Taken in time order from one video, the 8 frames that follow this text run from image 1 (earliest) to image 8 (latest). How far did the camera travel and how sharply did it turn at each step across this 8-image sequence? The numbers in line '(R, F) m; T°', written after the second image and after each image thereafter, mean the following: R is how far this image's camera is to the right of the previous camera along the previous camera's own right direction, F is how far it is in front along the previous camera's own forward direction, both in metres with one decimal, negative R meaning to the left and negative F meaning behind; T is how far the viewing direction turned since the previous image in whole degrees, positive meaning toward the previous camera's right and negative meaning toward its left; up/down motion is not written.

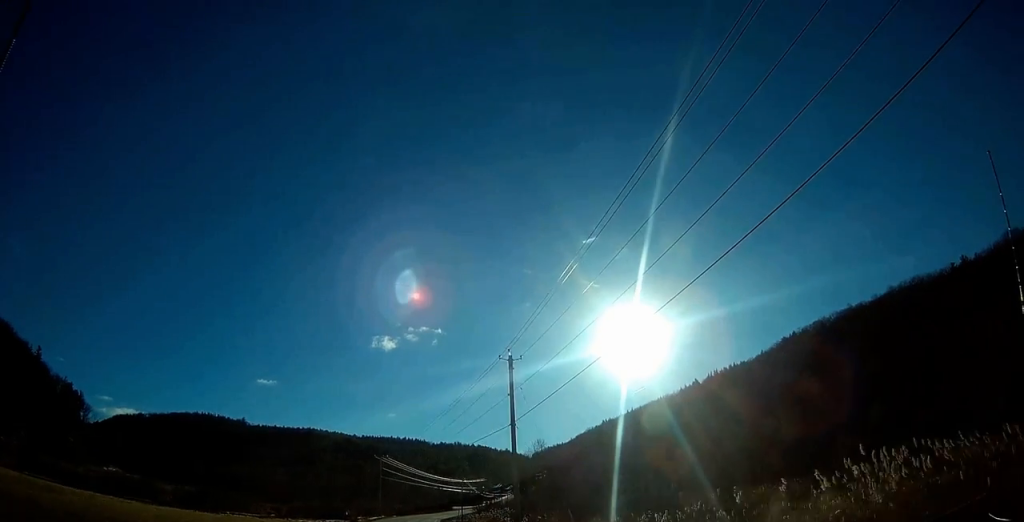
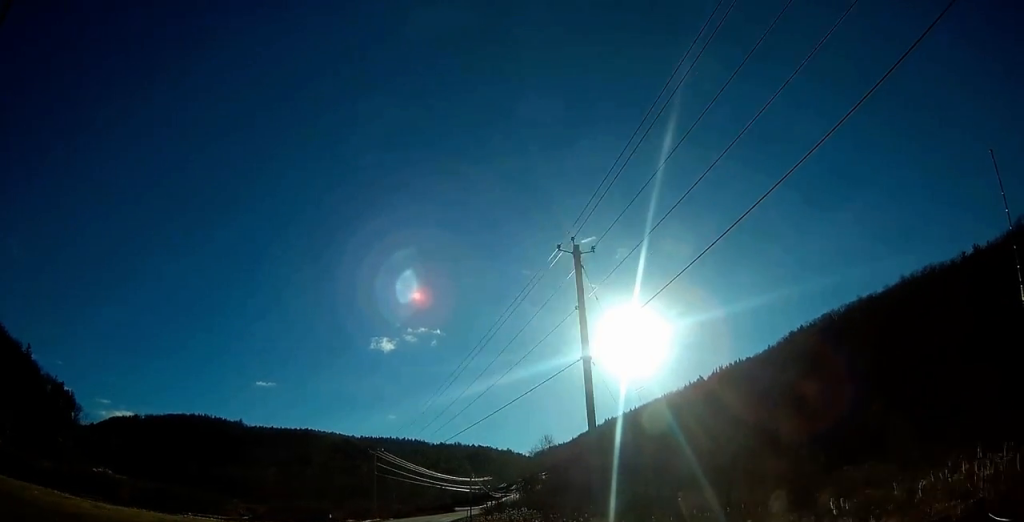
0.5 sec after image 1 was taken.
(0.0, +12.7) m; 0°
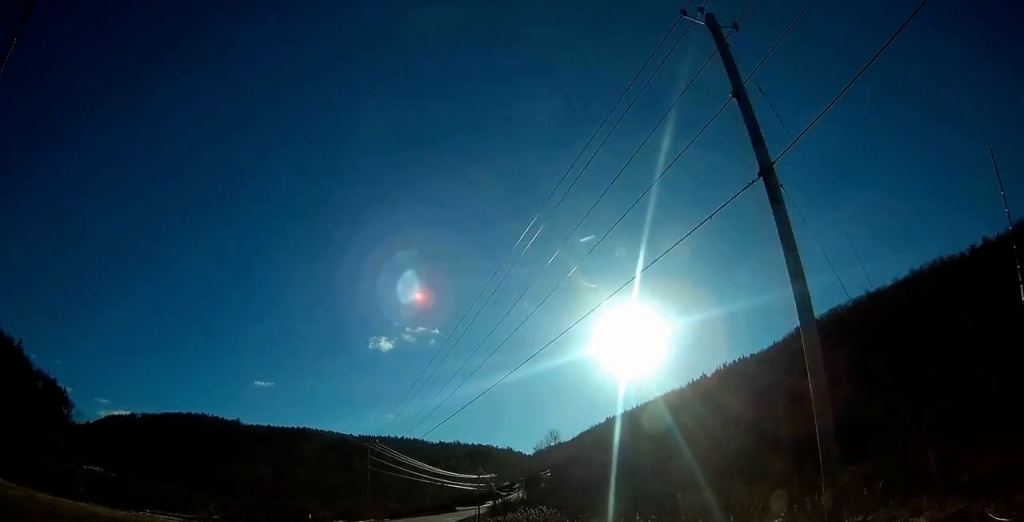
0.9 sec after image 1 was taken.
(0.0, +10.1) m; 0°
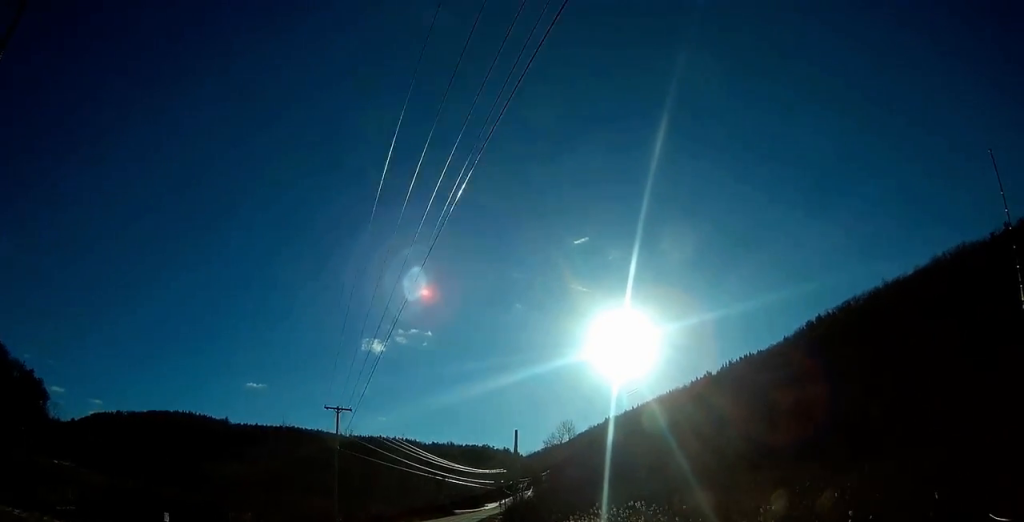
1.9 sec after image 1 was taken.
(+0.1, +25.3) m; +1°
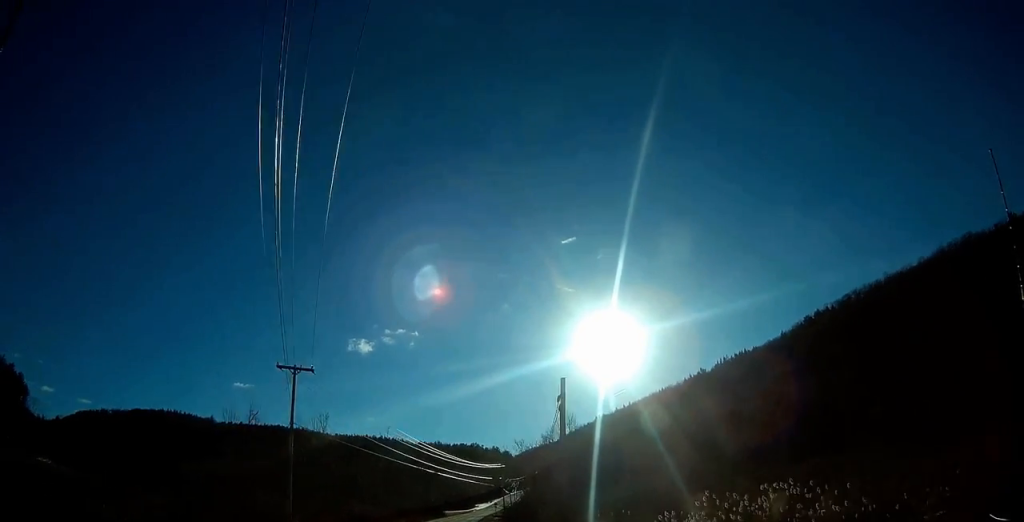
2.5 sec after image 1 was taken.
(+0.2, +14.2) m; +1°
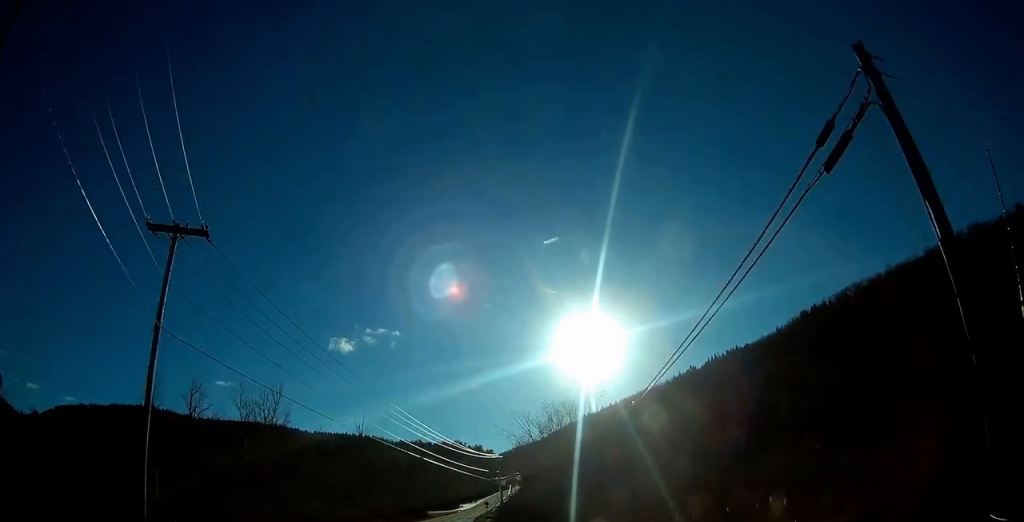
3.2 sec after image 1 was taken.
(+0.2, +18.4) m; +1°
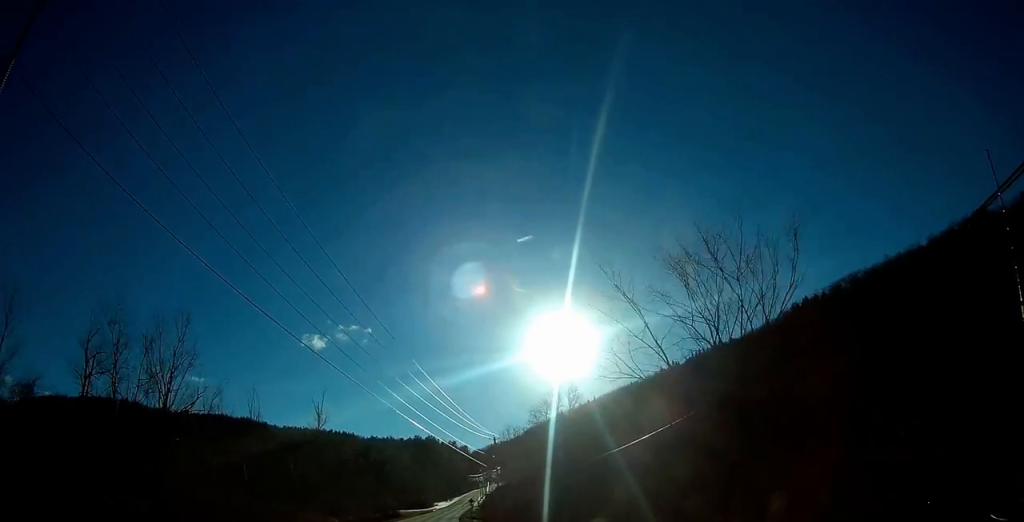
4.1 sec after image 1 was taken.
(+0.3, +21.6) m; +2°
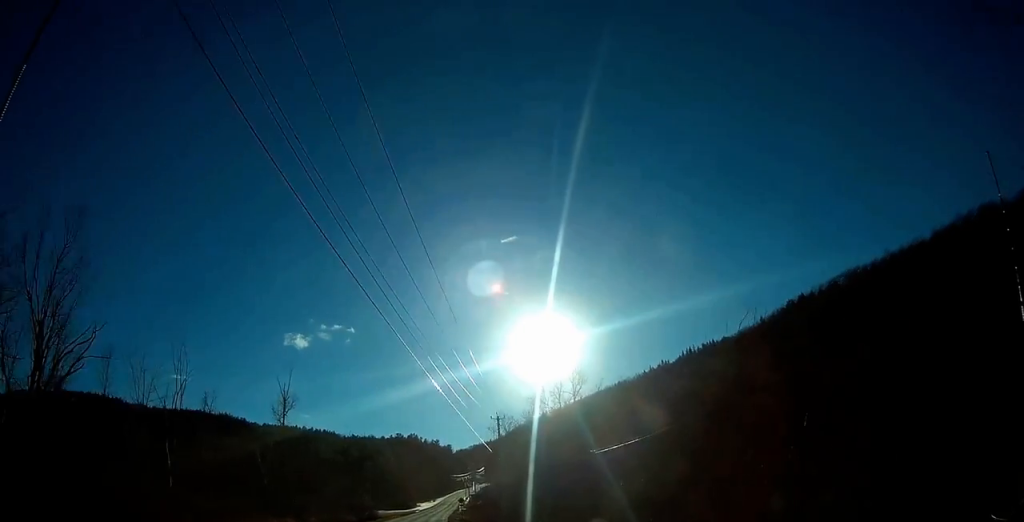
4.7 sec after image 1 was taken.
(+0.3, +15.0) m; +1°
